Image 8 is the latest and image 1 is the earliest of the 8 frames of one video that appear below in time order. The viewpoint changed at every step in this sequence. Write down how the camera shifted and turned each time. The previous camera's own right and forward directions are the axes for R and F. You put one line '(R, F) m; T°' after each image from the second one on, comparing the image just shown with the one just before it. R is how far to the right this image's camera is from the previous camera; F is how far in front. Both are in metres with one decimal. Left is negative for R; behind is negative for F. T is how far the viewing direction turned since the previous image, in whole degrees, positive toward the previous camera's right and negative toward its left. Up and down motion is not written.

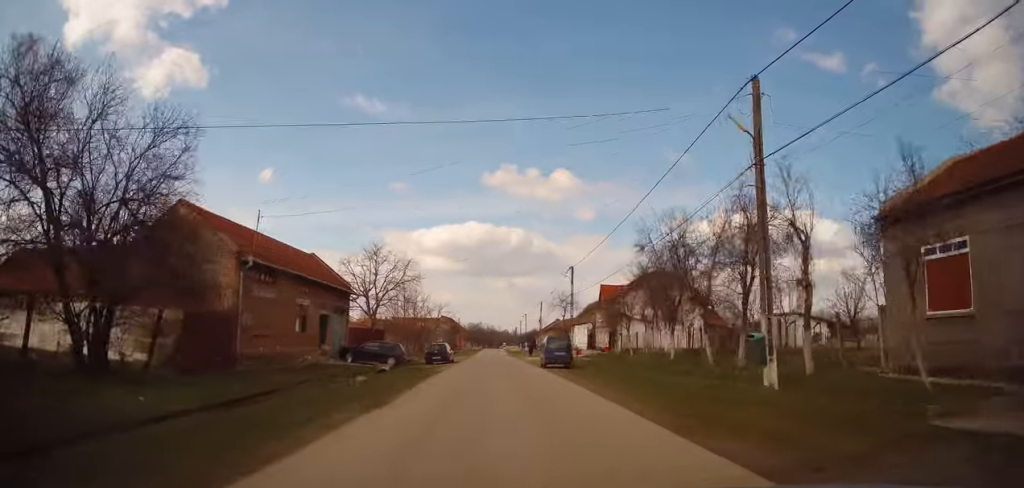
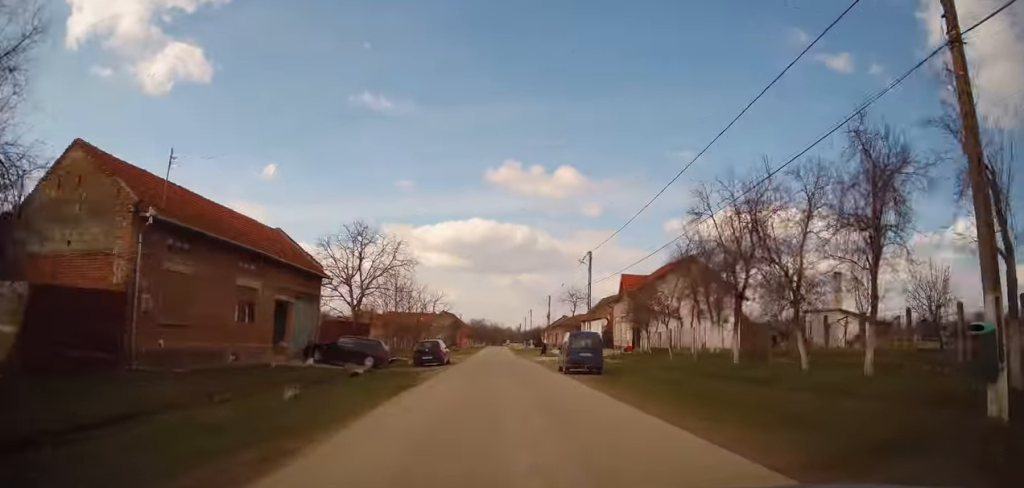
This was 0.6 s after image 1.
(+0.2, +7.2) m; 0°
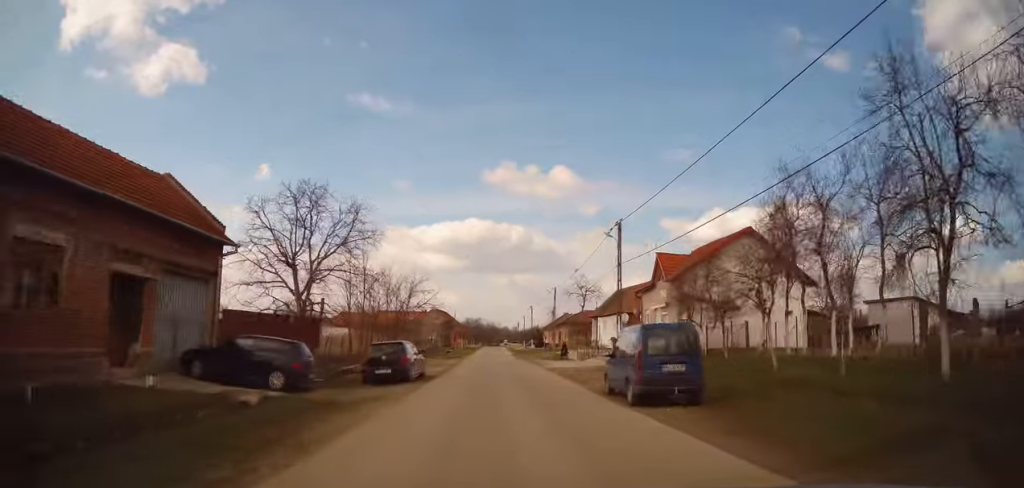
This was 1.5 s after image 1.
(-0.1, +11.2) m; 0°
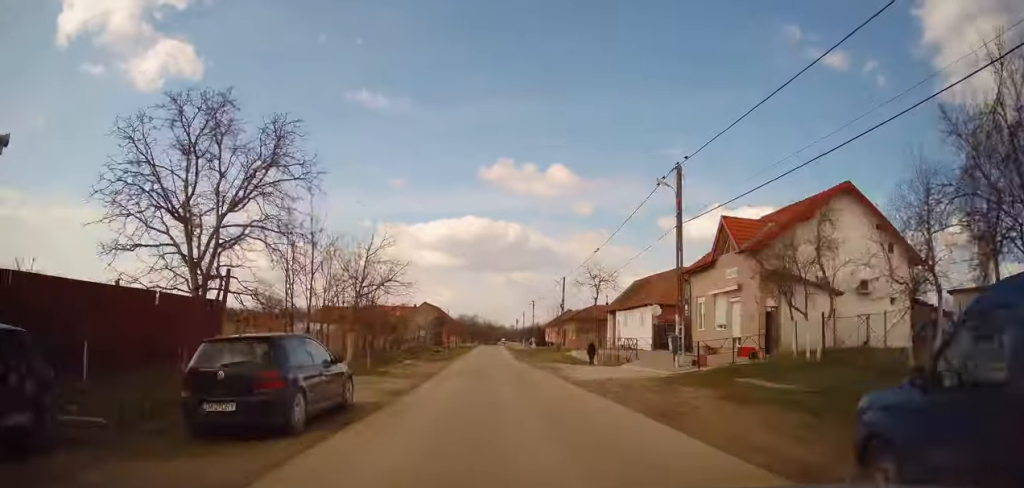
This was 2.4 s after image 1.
(0.0, +10.5) m; 0°
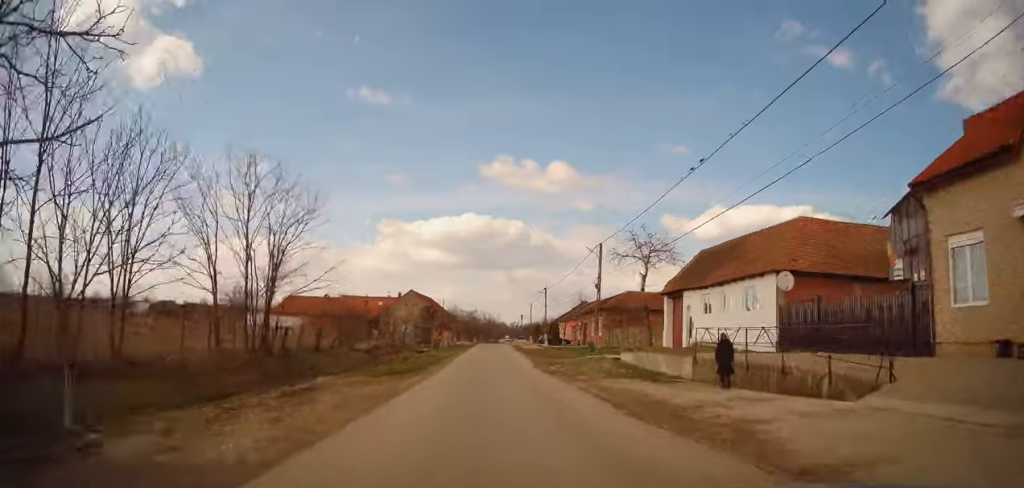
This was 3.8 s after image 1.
(-0.1, +17.1) m; 0°
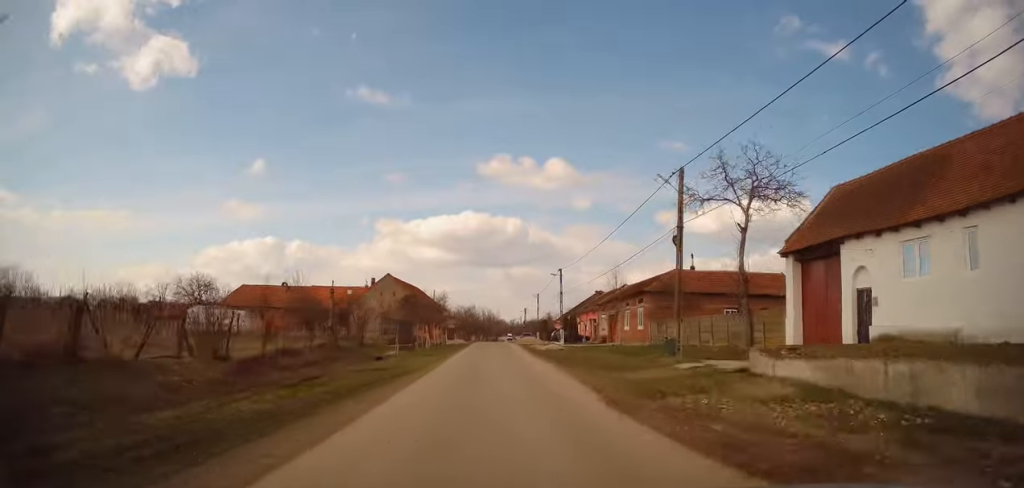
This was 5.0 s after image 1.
(+0.1, +16.5) m; -1°
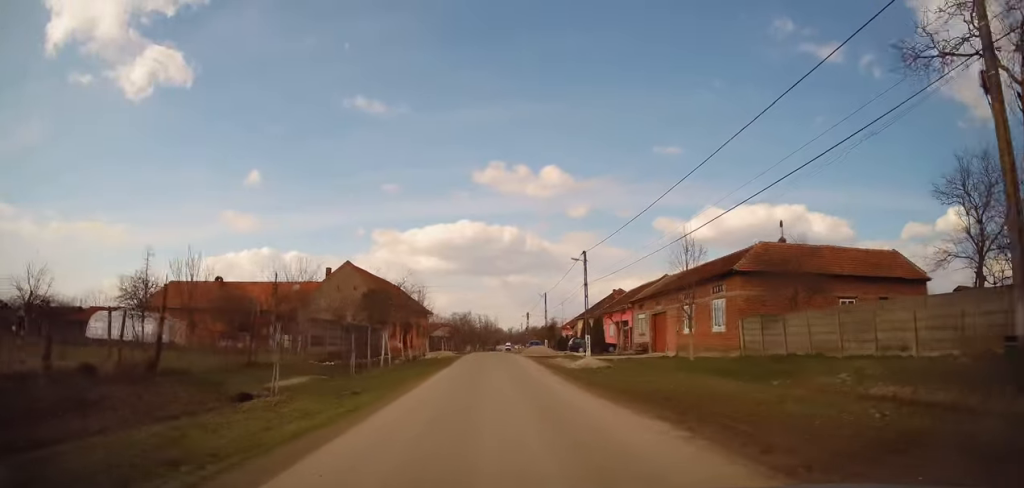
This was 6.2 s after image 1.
(-0.1, +16.7) m; +2°
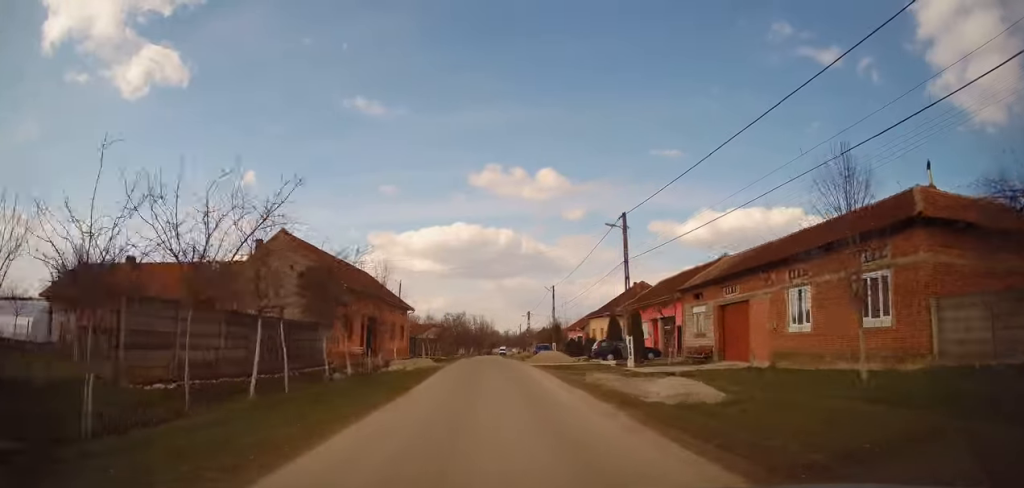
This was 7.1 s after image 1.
(+0.4, +14.0) m; +1°
